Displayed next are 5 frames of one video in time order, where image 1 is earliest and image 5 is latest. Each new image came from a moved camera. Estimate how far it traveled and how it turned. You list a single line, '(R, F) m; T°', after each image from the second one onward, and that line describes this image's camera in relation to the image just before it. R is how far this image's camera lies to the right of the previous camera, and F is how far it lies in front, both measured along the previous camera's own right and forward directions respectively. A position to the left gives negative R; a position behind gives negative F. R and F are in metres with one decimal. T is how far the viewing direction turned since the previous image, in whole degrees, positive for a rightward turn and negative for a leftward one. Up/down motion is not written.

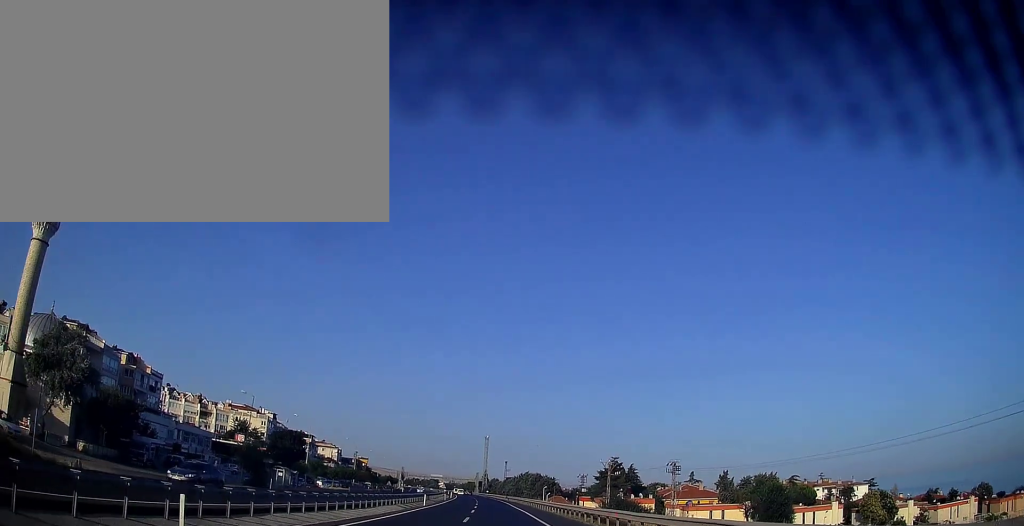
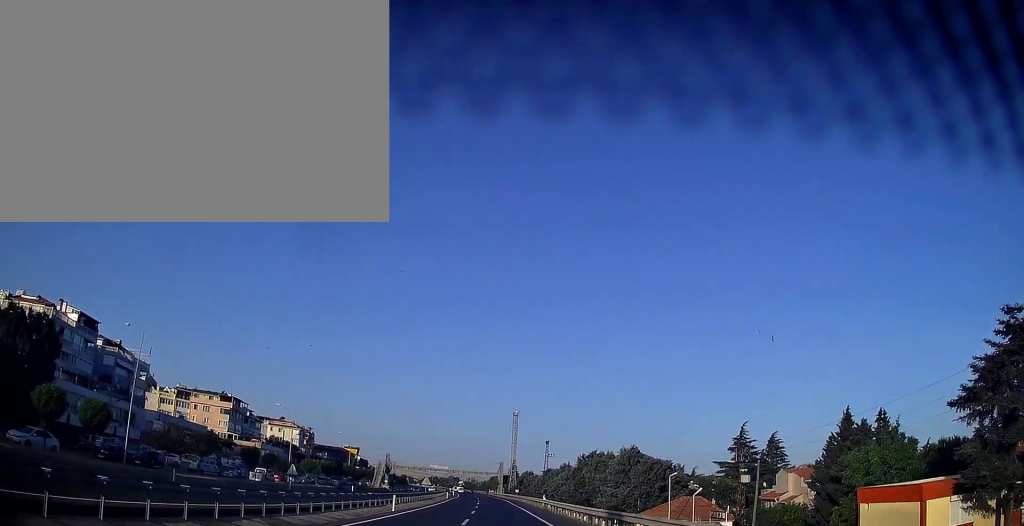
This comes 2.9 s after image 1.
(-1.8, +86.4) m; -3°
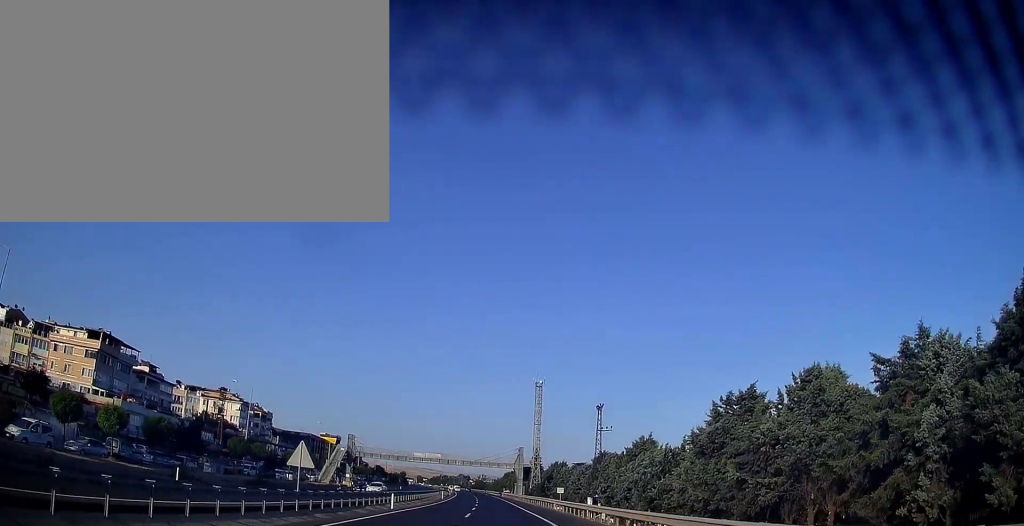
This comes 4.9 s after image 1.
(-0.9, +56.9) m; -2°
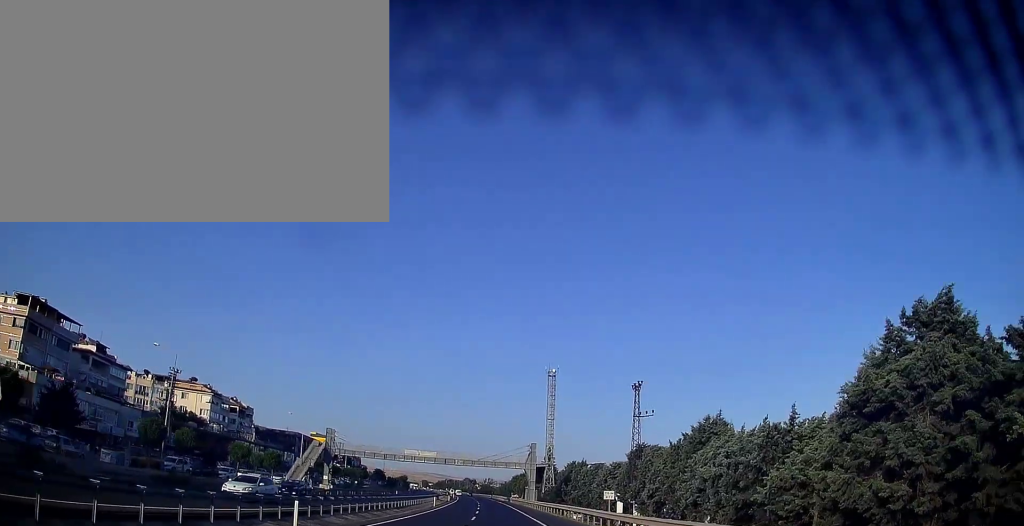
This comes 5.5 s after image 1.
(-0.2, +17.7) m; -1°
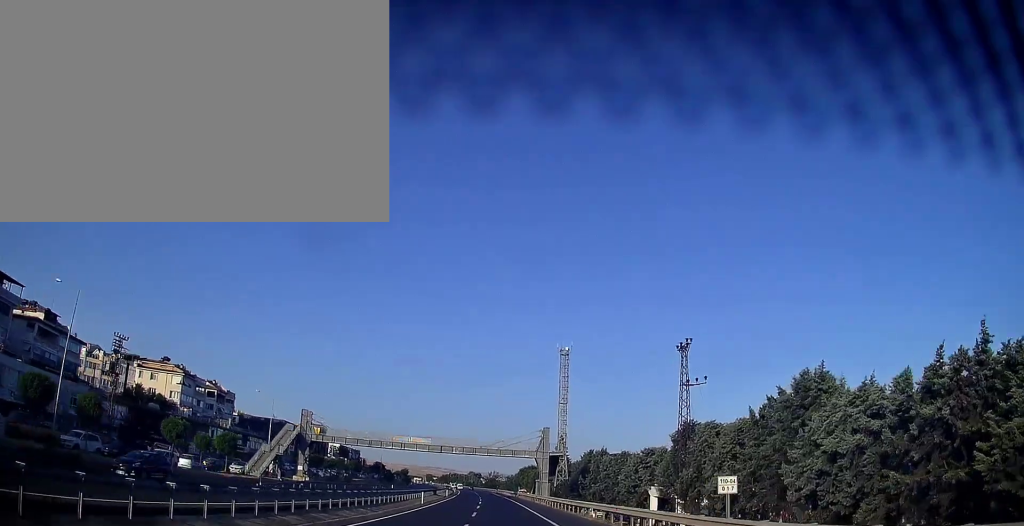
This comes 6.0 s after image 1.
(-0.1, +15.7) m; 0°
